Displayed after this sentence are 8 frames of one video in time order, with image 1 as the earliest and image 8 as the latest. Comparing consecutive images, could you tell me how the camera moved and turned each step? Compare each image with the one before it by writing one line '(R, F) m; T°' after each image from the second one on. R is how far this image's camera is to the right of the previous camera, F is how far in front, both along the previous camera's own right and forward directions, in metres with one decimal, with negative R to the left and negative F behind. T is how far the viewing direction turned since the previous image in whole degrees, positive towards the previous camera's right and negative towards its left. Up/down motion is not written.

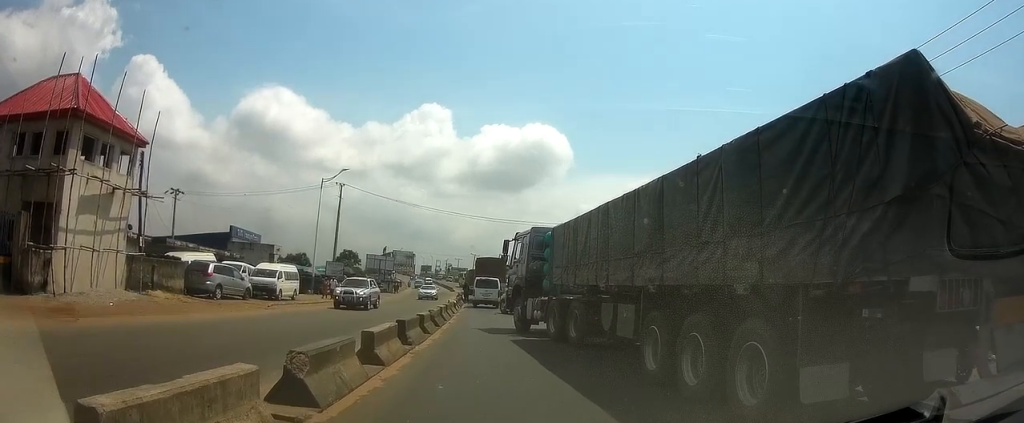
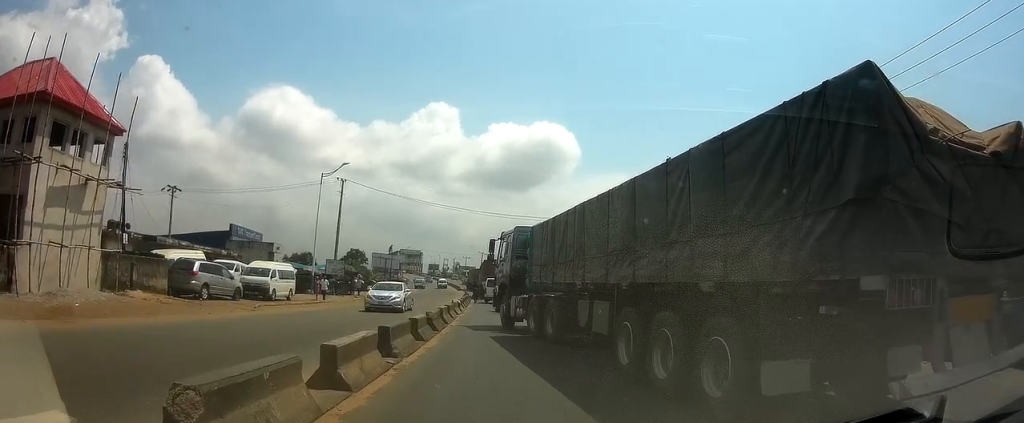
(+0.2, +2.4) m; 0°
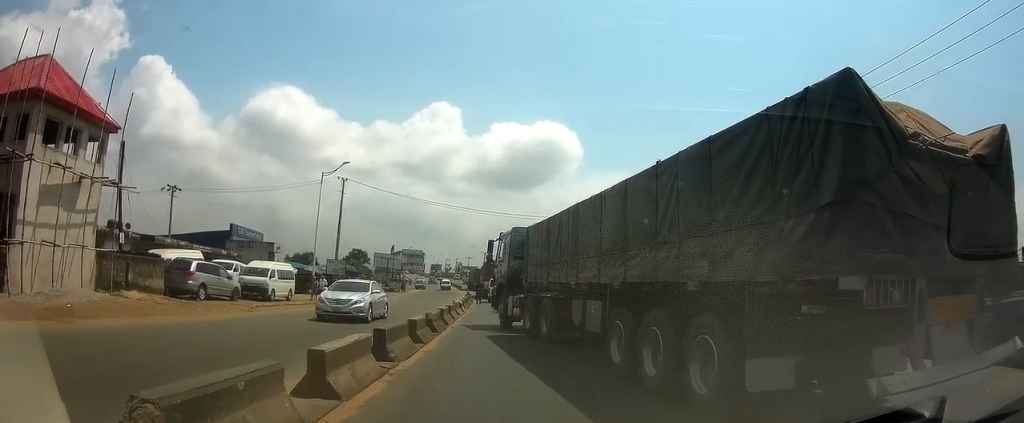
(0.0, +0.6) m; 0°
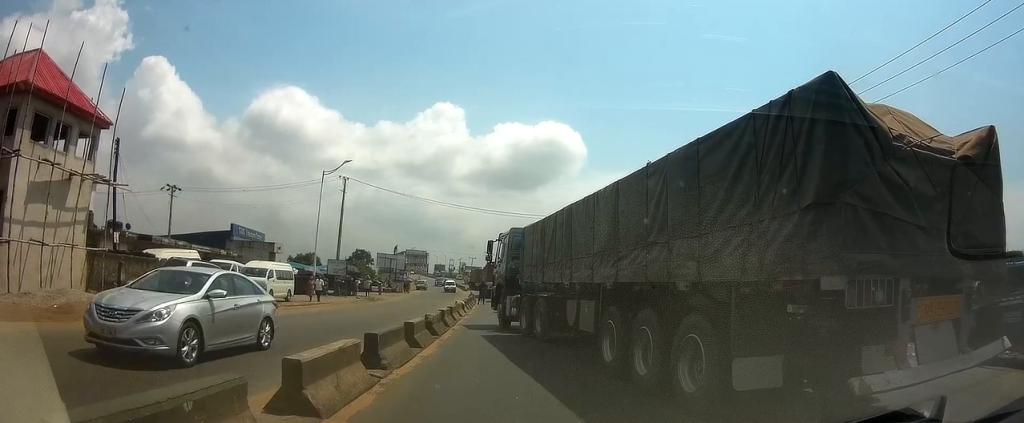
(-0.1, +0.9) m; 0°
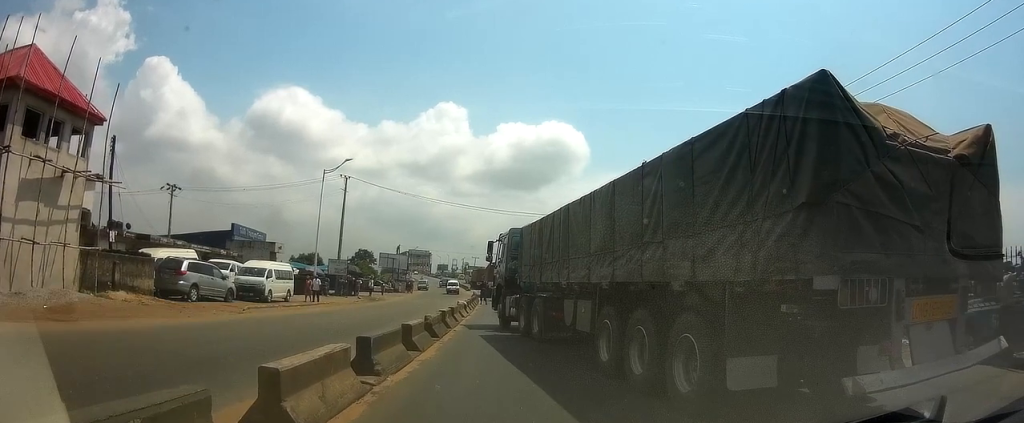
(0.0, +0.6) m; 0°
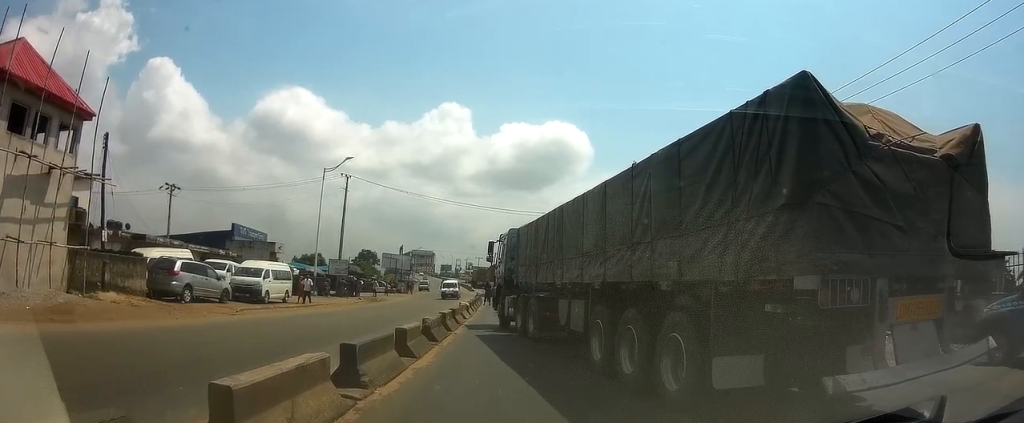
(+0.1, +1.0) m; 0°
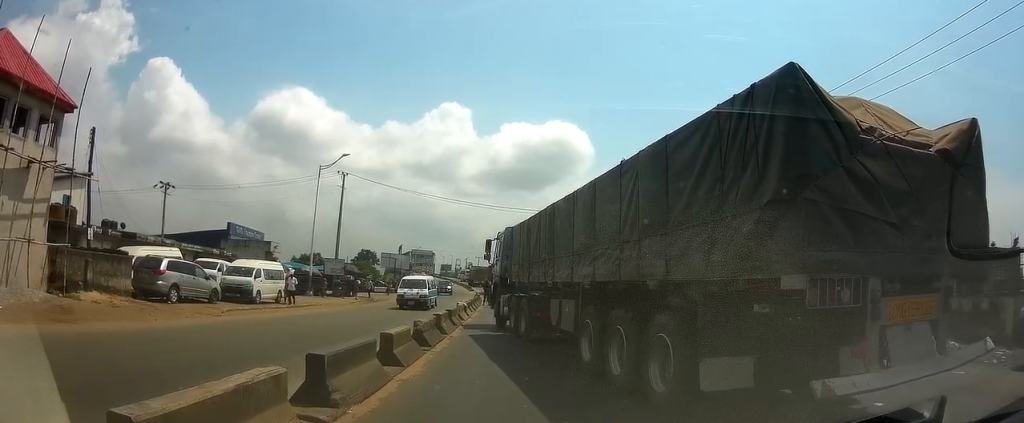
(-0.1, +1.1) m; 0°
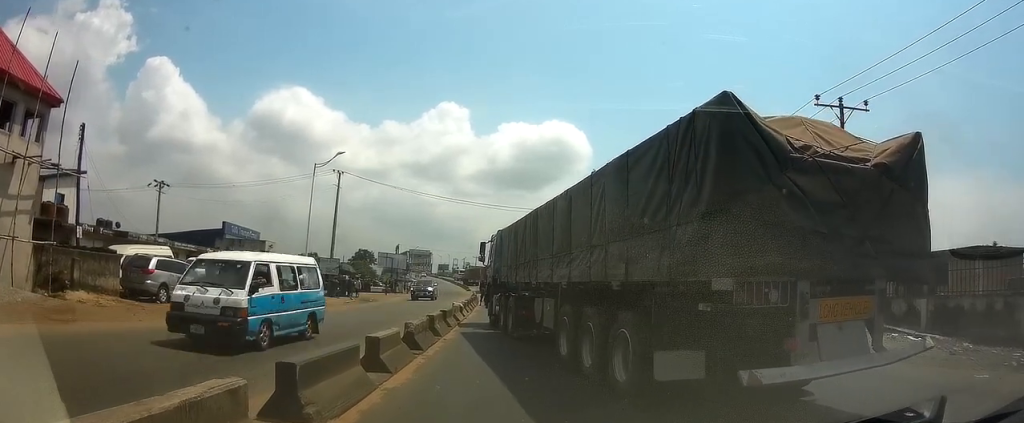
(0.0, +0.9) m; 0°
